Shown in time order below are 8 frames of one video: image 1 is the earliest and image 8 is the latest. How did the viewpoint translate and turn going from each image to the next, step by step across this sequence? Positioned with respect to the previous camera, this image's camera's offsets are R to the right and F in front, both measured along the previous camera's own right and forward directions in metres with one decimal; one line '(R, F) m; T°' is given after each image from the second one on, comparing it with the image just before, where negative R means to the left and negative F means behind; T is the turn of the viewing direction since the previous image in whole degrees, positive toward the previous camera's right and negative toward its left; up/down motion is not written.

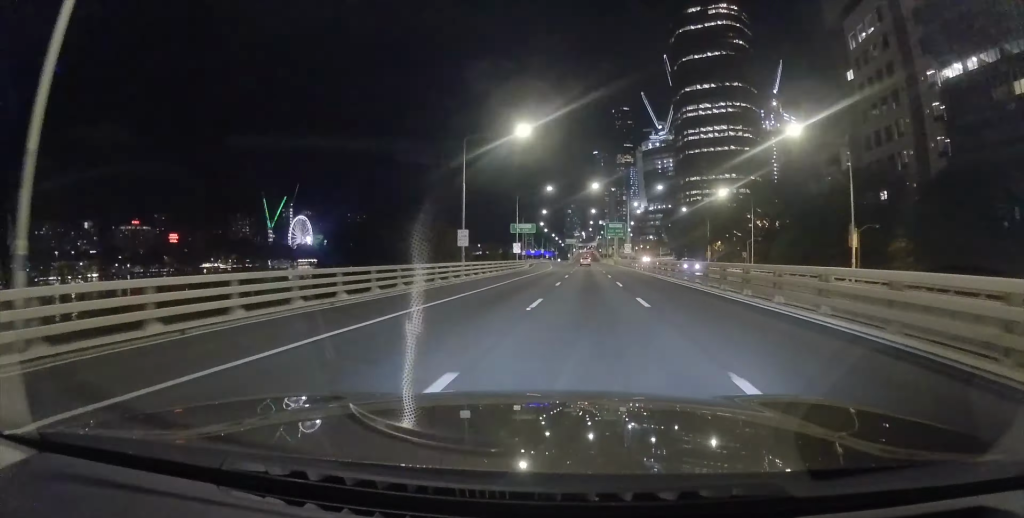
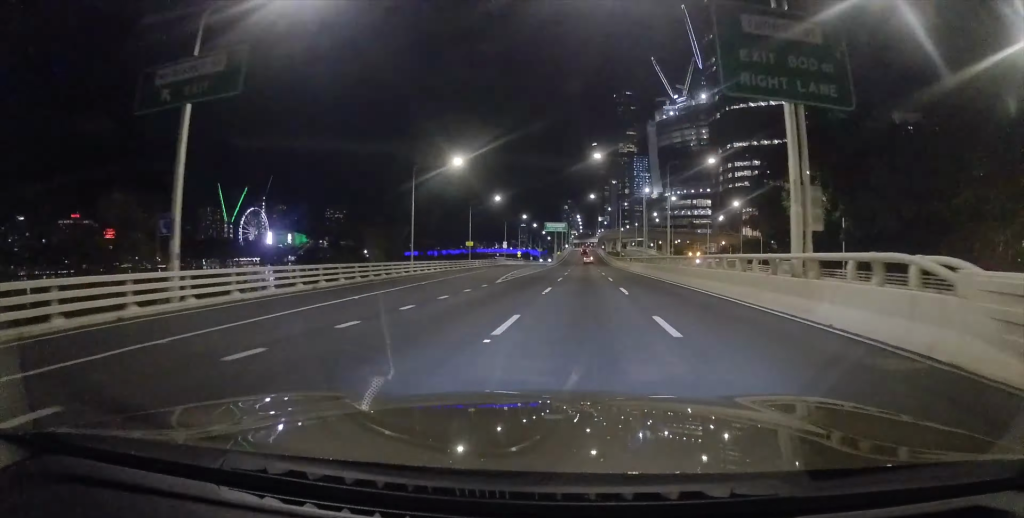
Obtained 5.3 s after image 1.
(+0.5, +100.4) m; 0°
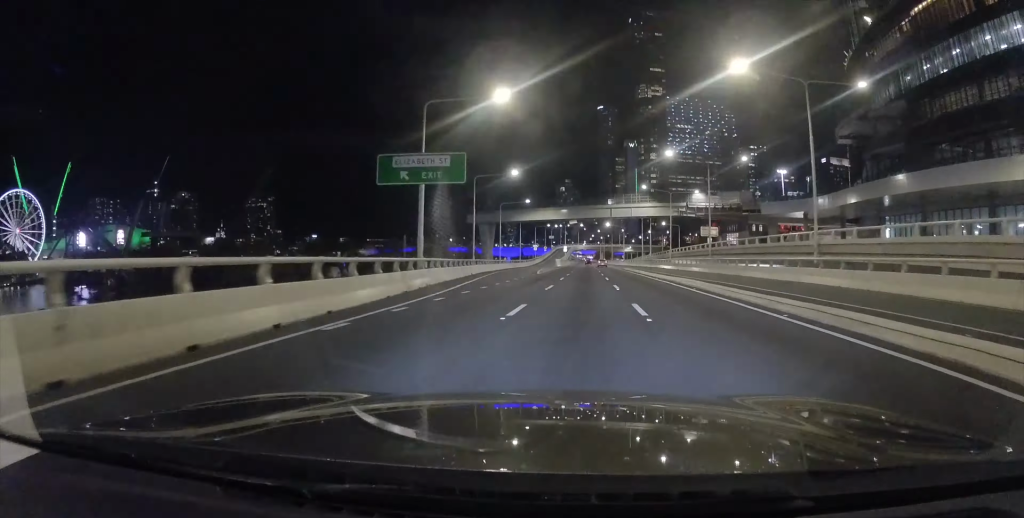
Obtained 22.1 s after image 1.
(-4.0, +309.9) m; -2°
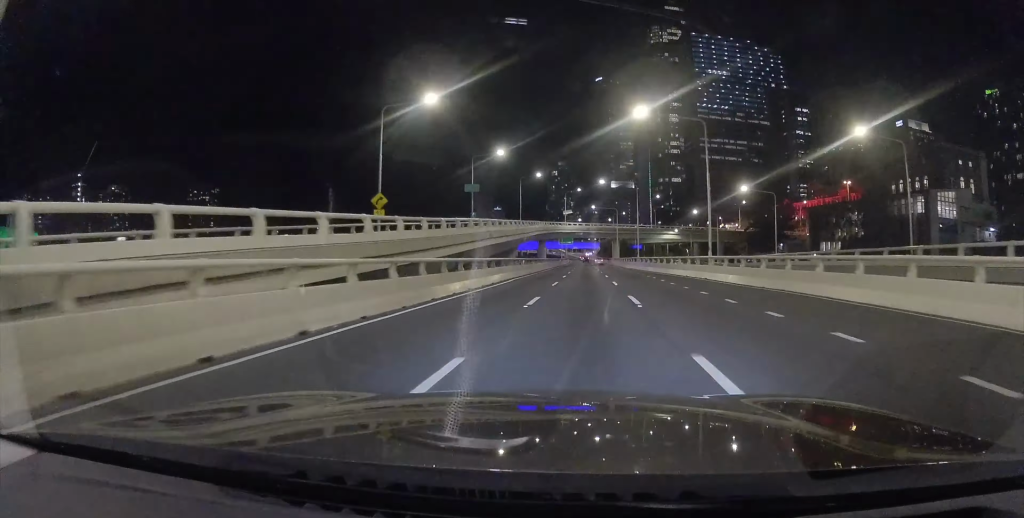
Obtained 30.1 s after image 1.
(+0.4, +148.8) m; +1°
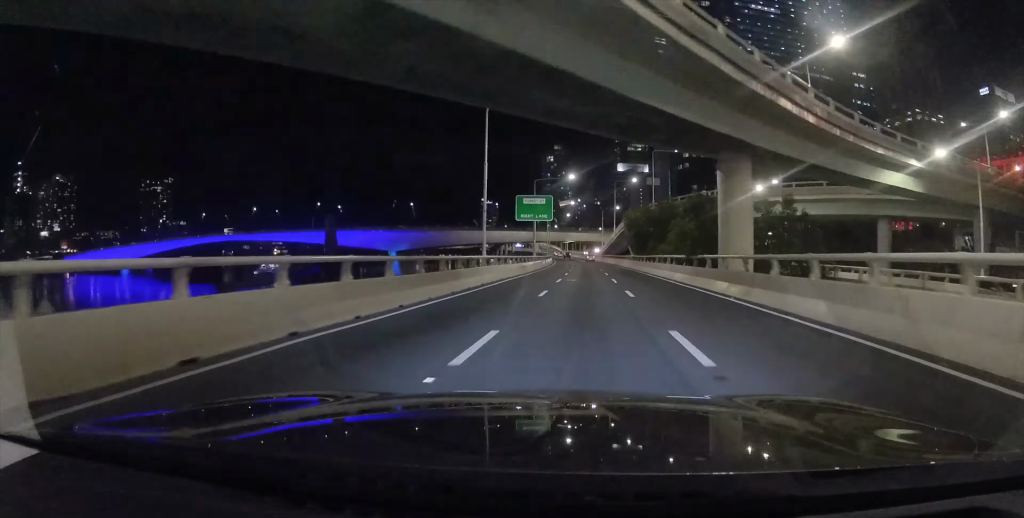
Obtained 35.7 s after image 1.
(+1.3, +104.0) m; -1°
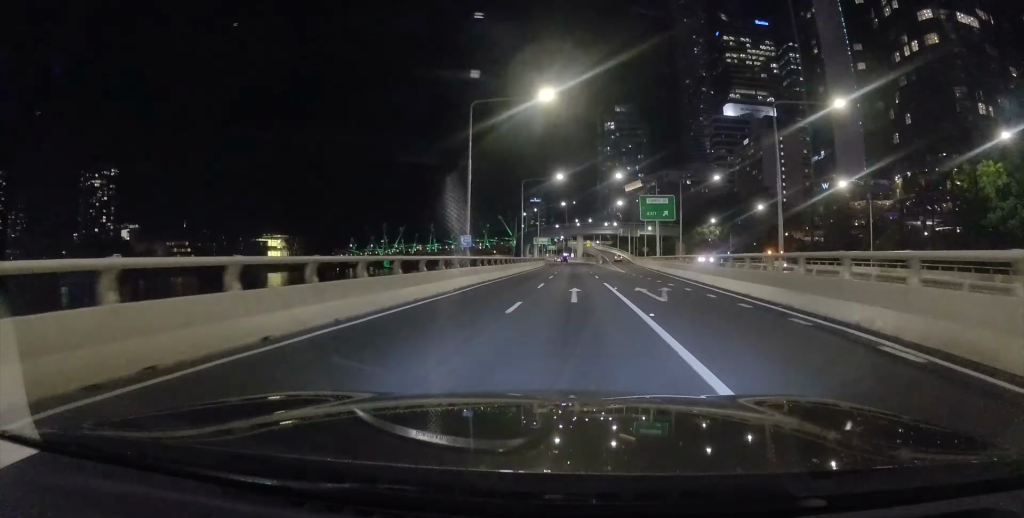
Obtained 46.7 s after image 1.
(-8.4, +203.0) m; -6°
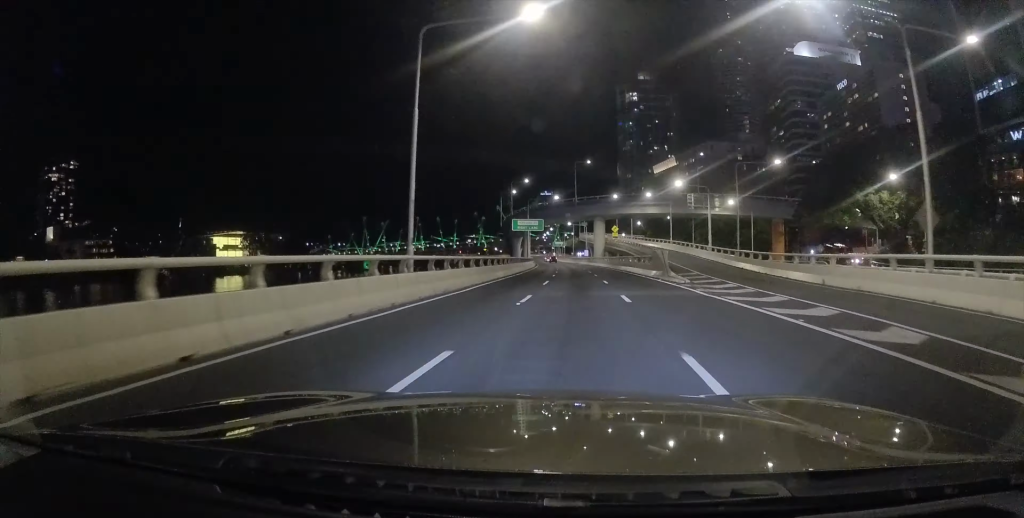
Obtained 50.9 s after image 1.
(-3.0, +78.6) m; -3°
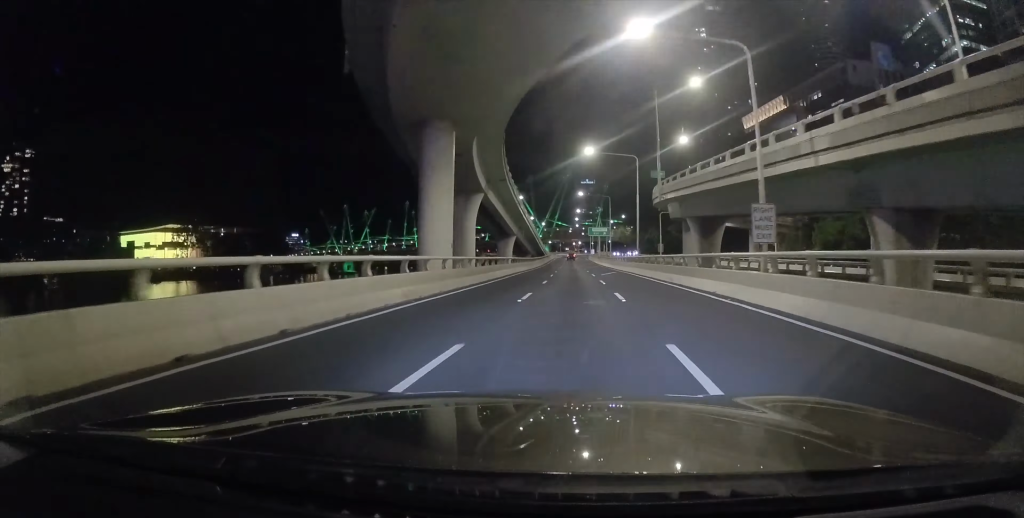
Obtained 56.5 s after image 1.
(-3.0, +102.7) m; -2°
